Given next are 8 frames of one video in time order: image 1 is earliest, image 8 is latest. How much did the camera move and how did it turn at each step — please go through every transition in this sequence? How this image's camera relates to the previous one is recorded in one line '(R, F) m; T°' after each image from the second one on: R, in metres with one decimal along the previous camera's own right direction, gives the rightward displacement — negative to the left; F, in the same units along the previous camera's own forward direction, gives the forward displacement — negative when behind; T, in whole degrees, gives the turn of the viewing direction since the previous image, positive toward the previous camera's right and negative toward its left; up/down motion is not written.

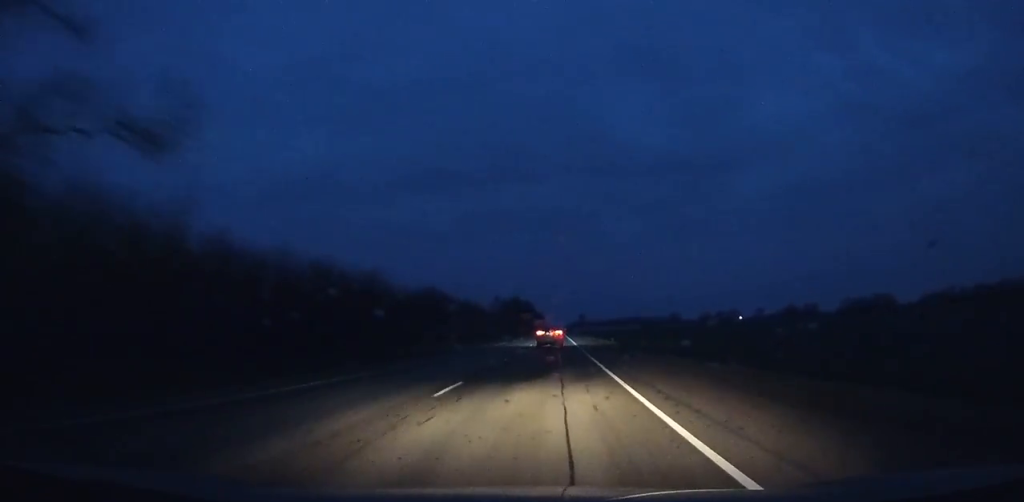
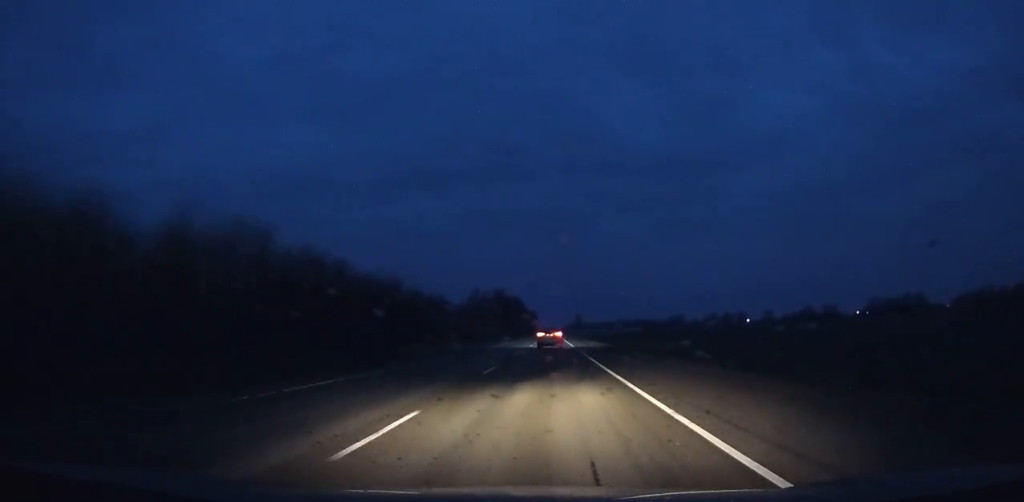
(-0.2, +66.2) m; 0°
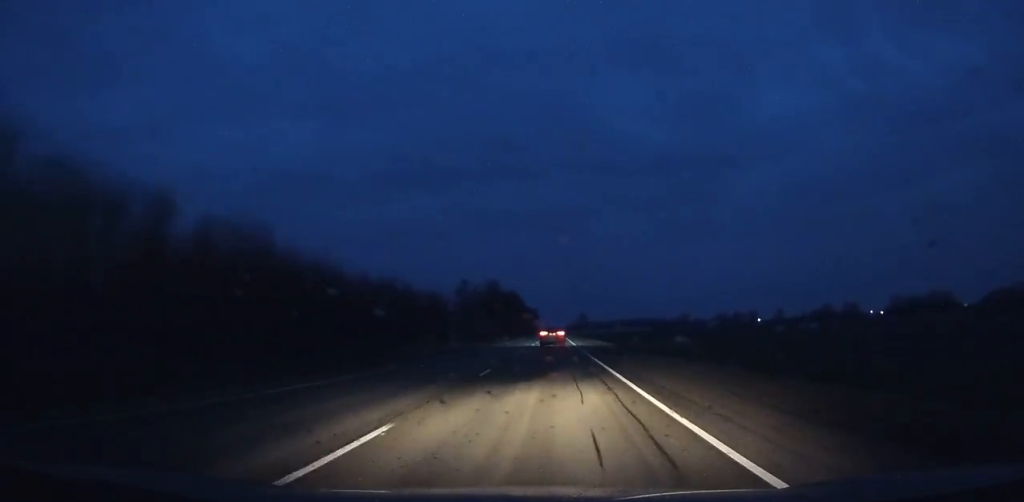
(+0.1, +38.3) m; 0°
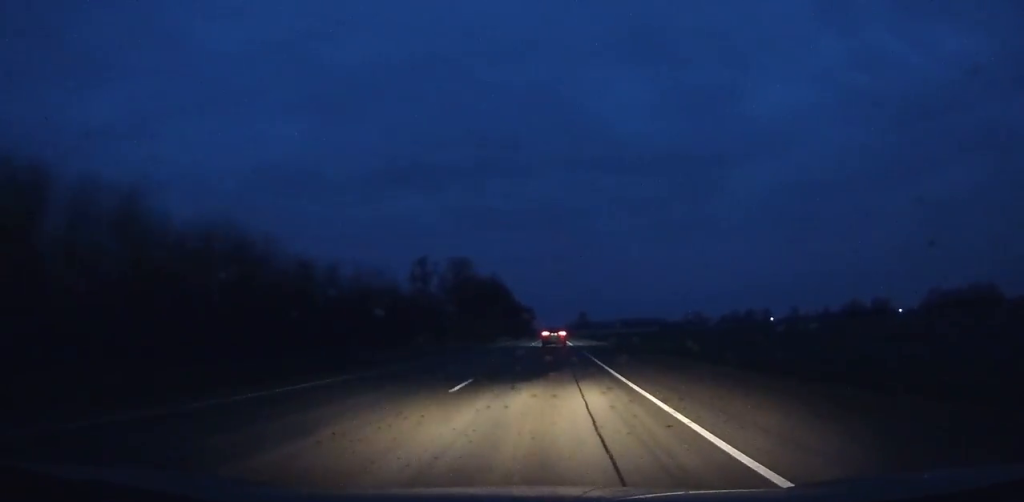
(+0.3, +64.5) m; 0°
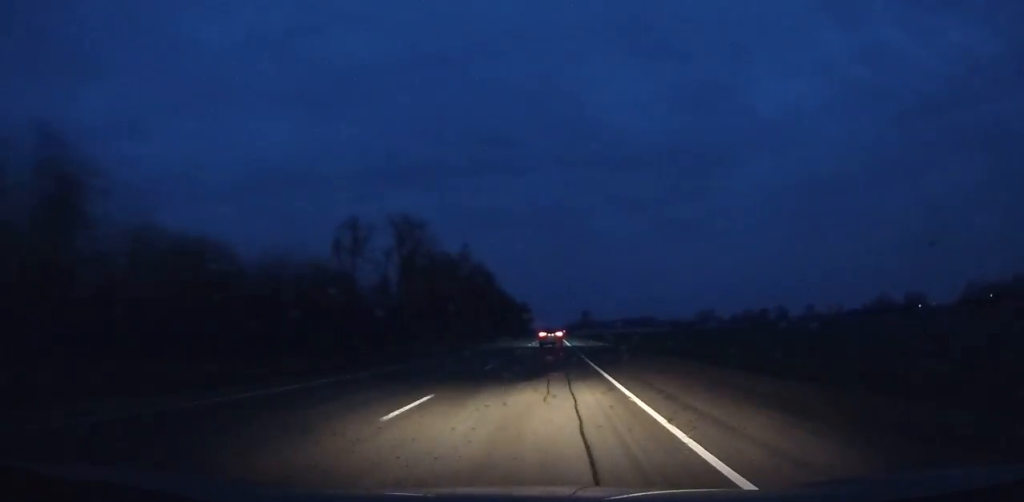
(0.0, +52.5) m; 0°
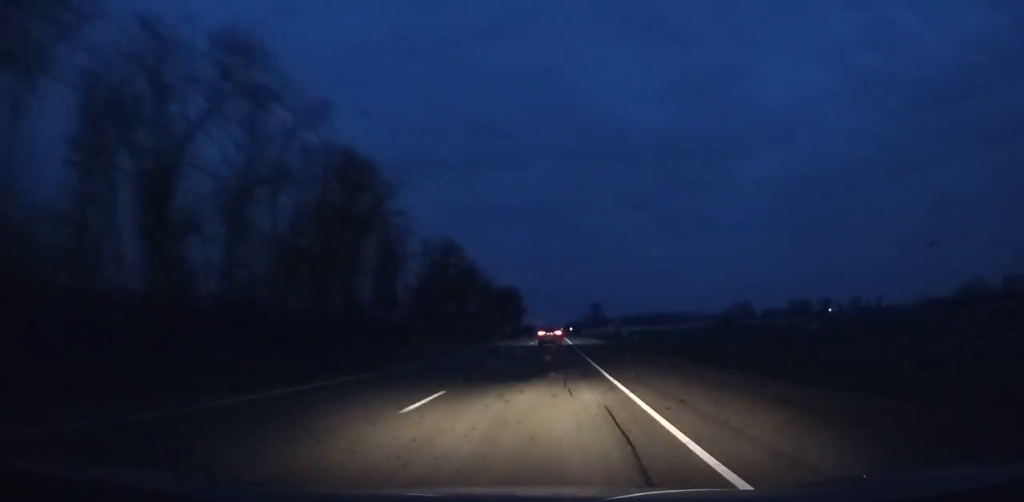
(-0.5, +119.9) m; 0°
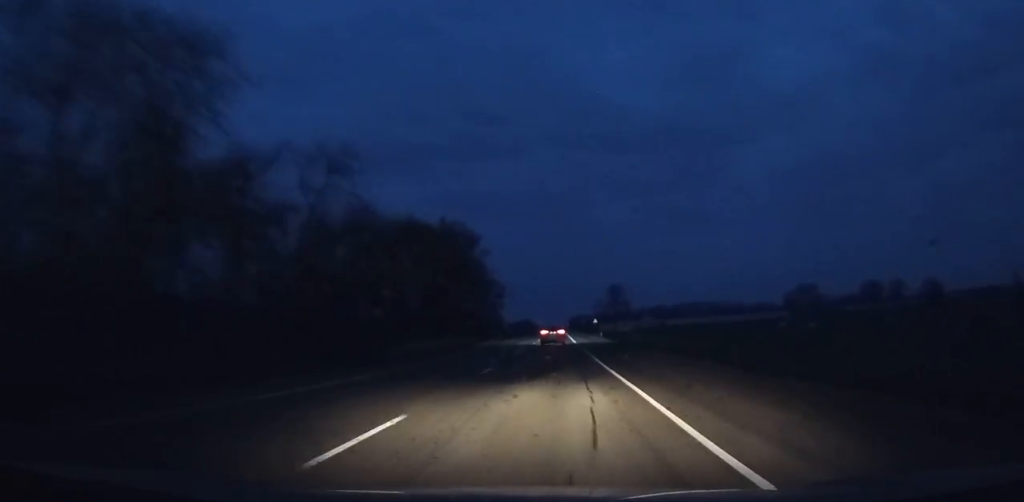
(+0.2, +134.8) m; 0°
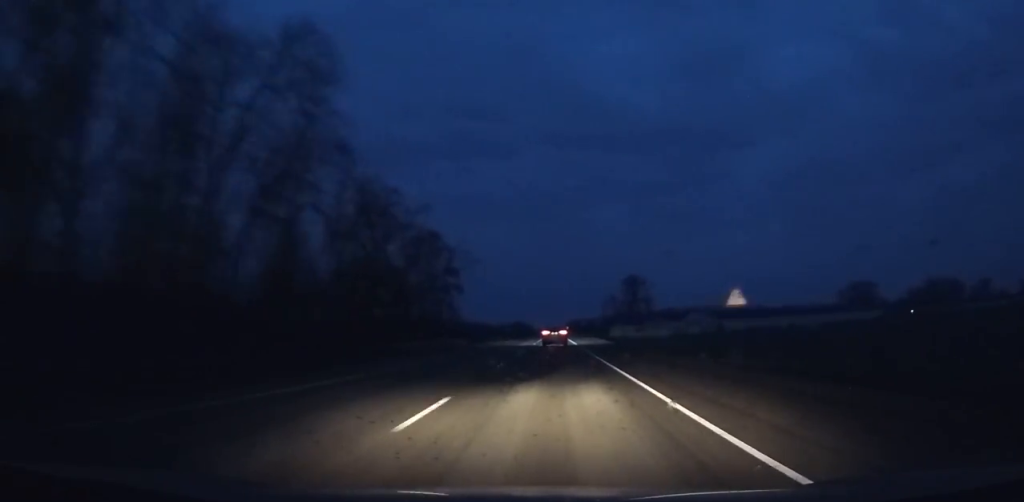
(0.0, +81.2) m; 0°
